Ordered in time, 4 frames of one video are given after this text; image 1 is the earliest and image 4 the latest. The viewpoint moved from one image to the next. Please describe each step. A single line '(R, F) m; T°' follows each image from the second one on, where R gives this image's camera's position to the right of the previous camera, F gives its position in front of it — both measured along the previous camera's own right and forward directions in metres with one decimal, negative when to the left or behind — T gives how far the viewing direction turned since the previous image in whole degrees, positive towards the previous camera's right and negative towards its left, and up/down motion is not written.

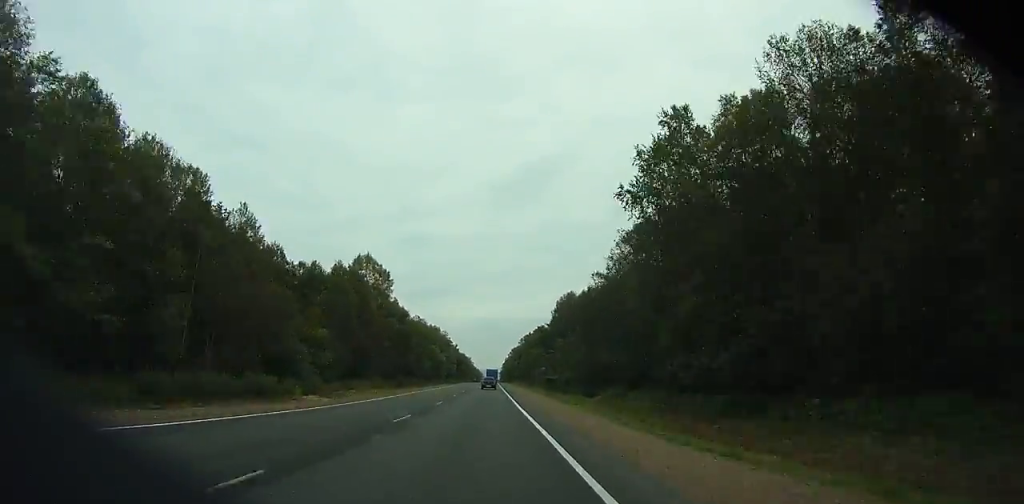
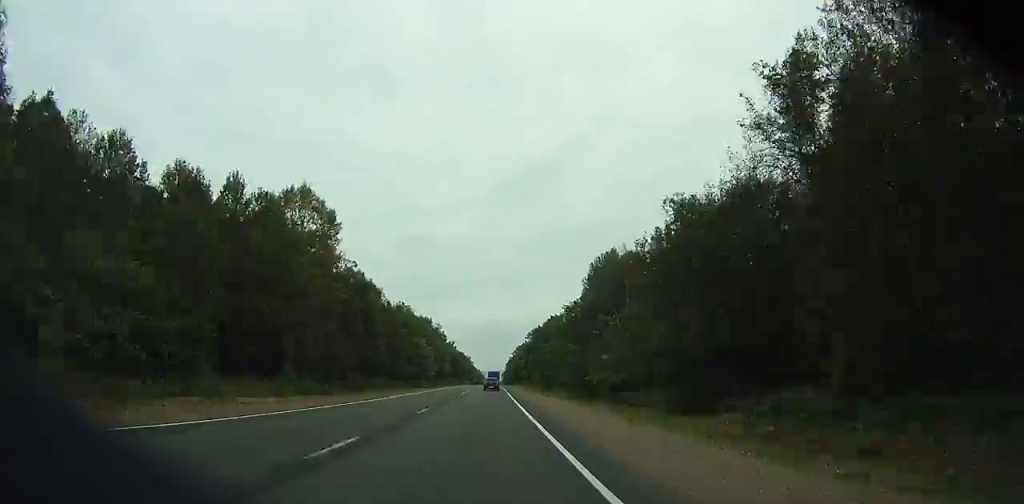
(0.0, +43.3) m; 0°
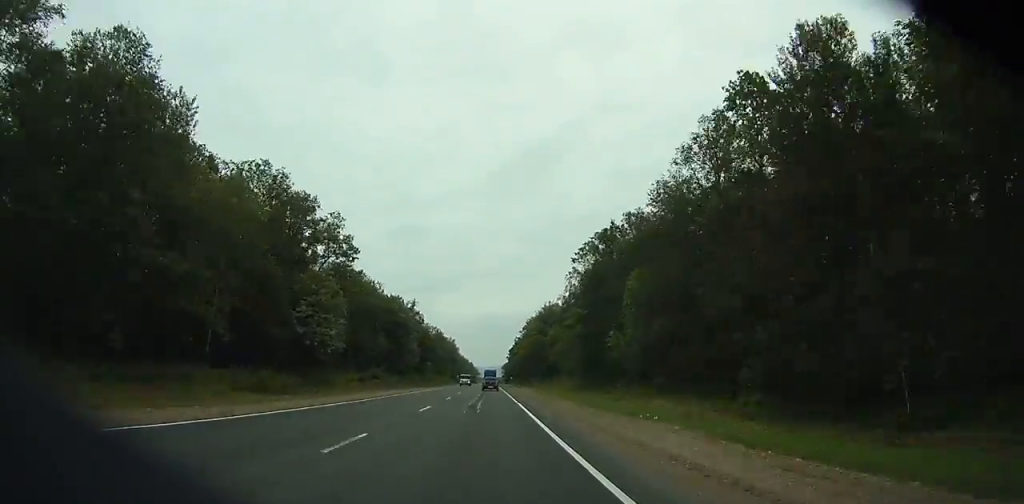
(+0.1, +143.5) m; 0°
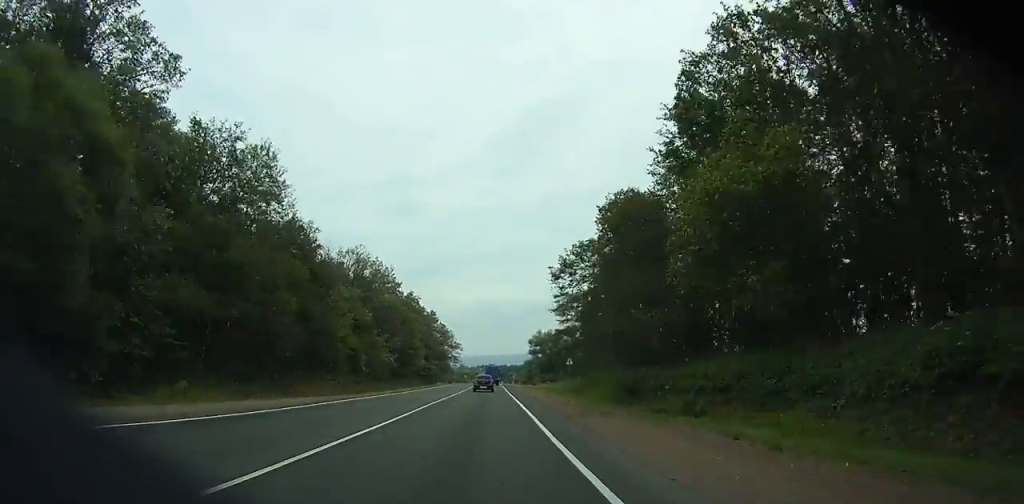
(+0.1, +320.9) m; 0°
